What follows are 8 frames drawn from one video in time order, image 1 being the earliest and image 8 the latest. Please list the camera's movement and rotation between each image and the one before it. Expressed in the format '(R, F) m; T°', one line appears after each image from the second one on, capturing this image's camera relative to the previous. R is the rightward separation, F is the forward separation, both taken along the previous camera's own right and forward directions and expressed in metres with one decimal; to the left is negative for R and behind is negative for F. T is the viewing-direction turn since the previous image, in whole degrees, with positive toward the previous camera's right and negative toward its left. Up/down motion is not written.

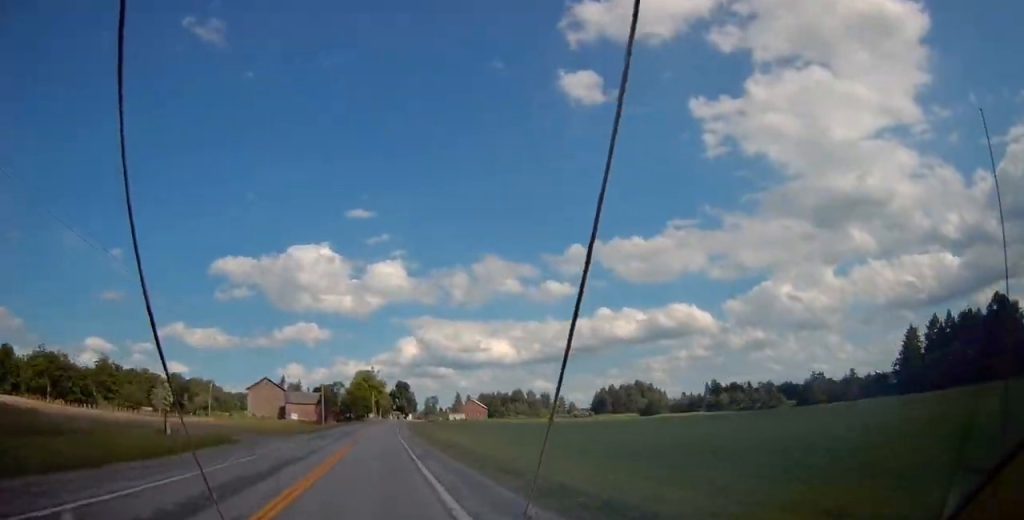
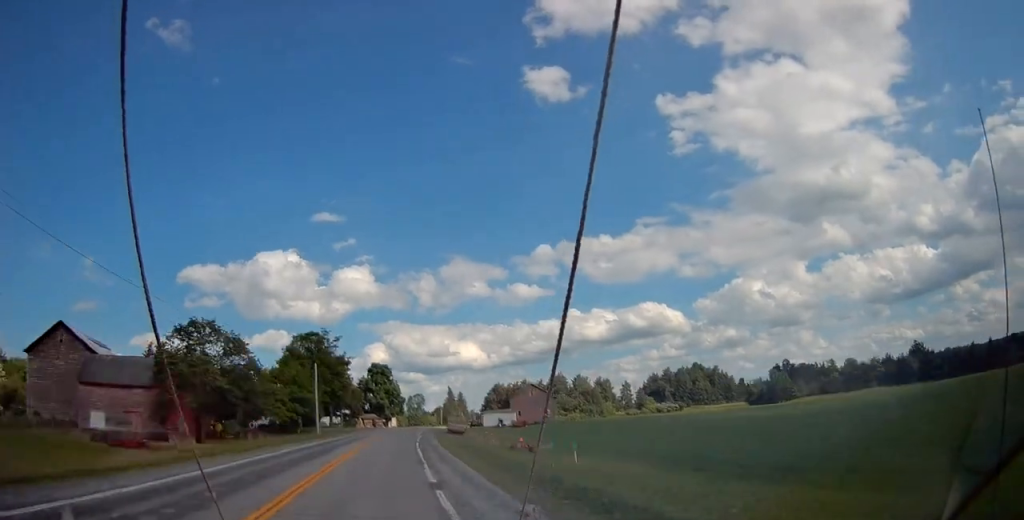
(+2.4, +103.8) m; +4°
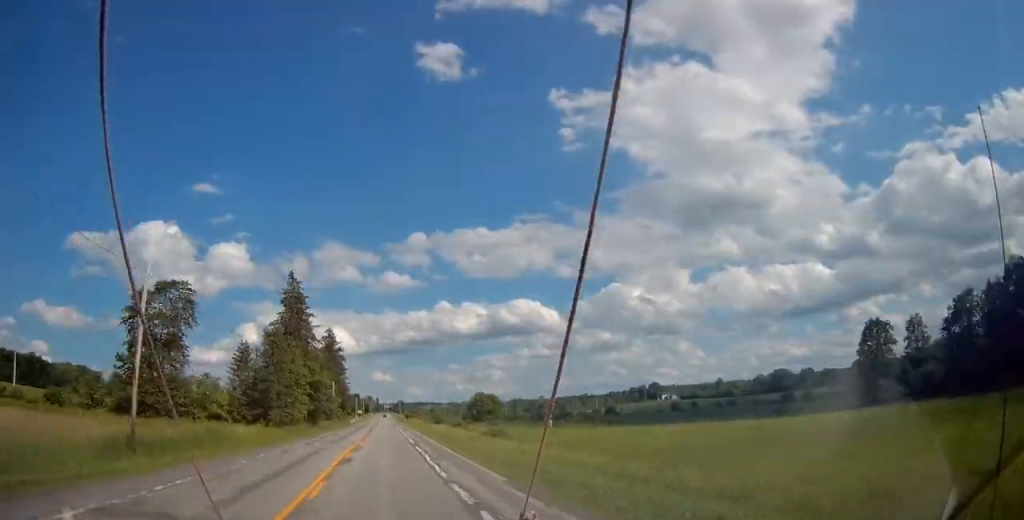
(+24.4, +224.7) m; +10°
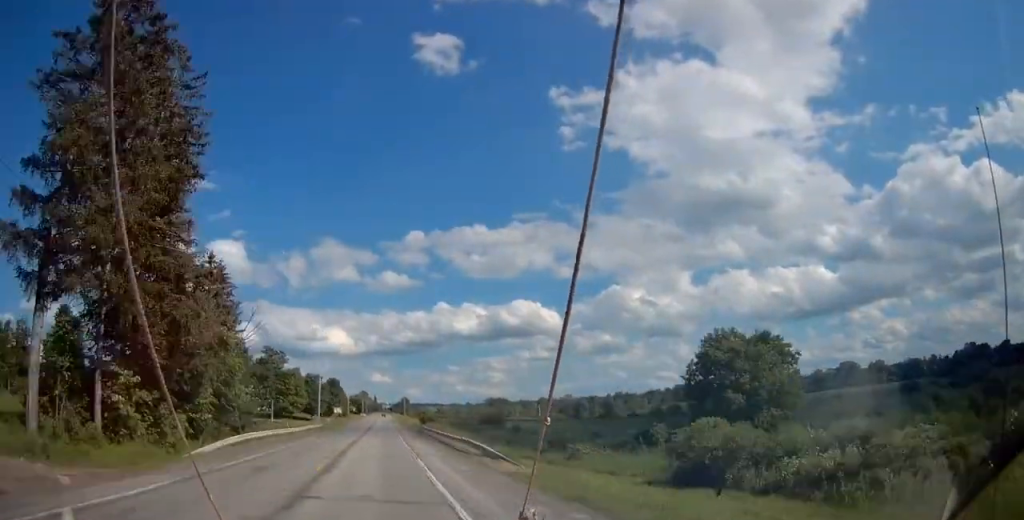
(+1.4, +117.0) m; +1°
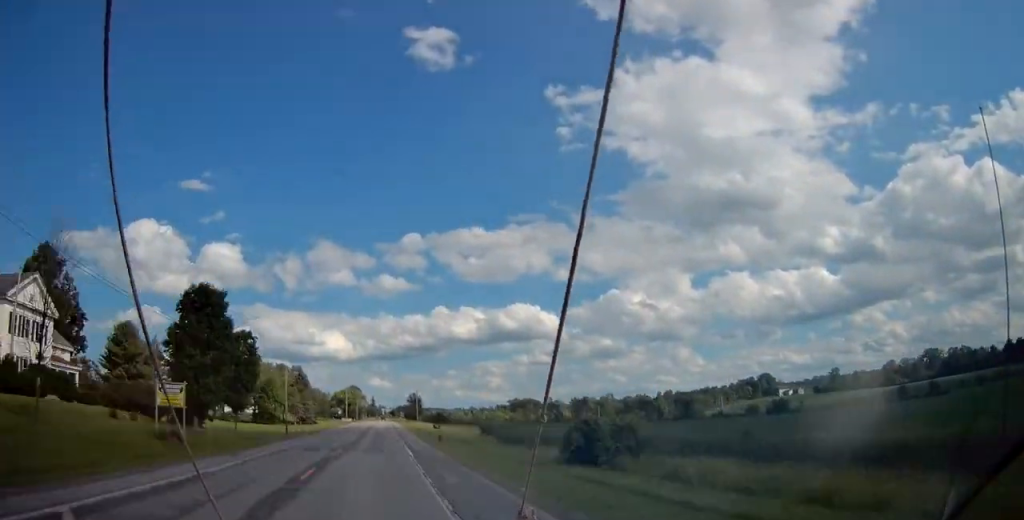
(+0.1, +119.2) m; 0°
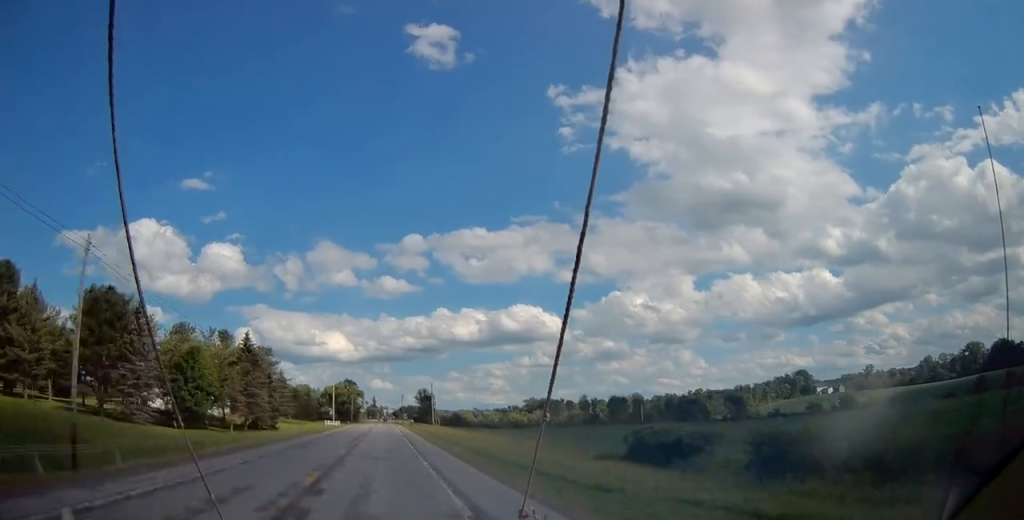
(0.0, +50.8) m; 0°
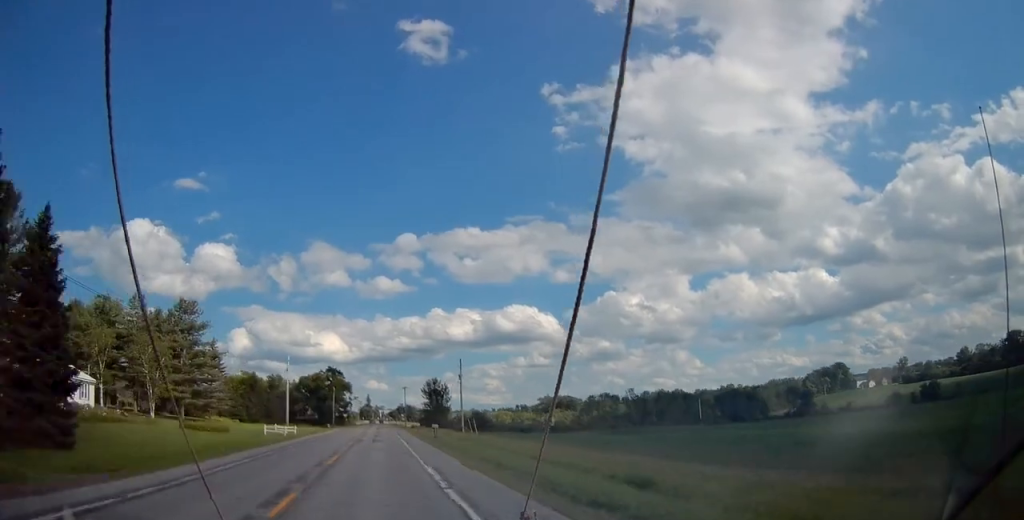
(0.0, +54.0) m; 0°
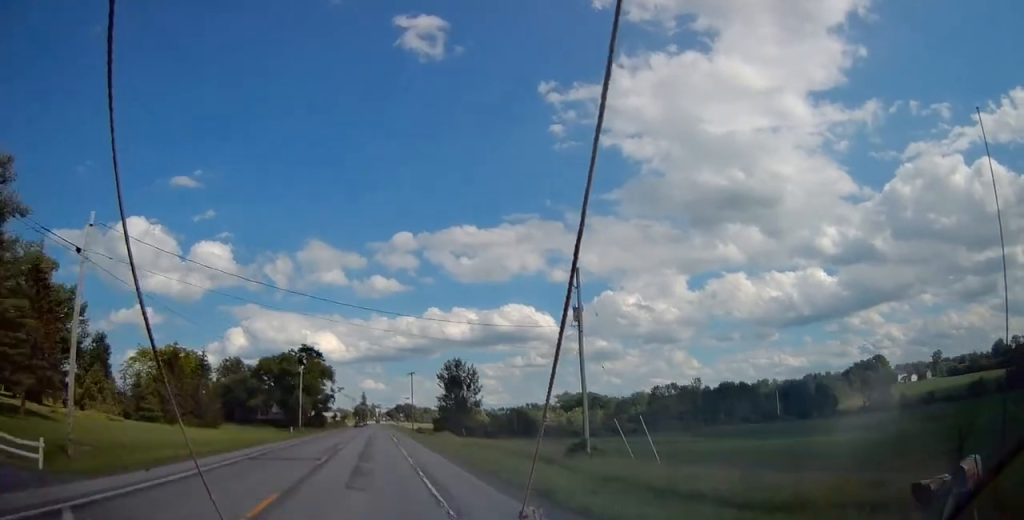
(0.0, +47.0) m; 0°
